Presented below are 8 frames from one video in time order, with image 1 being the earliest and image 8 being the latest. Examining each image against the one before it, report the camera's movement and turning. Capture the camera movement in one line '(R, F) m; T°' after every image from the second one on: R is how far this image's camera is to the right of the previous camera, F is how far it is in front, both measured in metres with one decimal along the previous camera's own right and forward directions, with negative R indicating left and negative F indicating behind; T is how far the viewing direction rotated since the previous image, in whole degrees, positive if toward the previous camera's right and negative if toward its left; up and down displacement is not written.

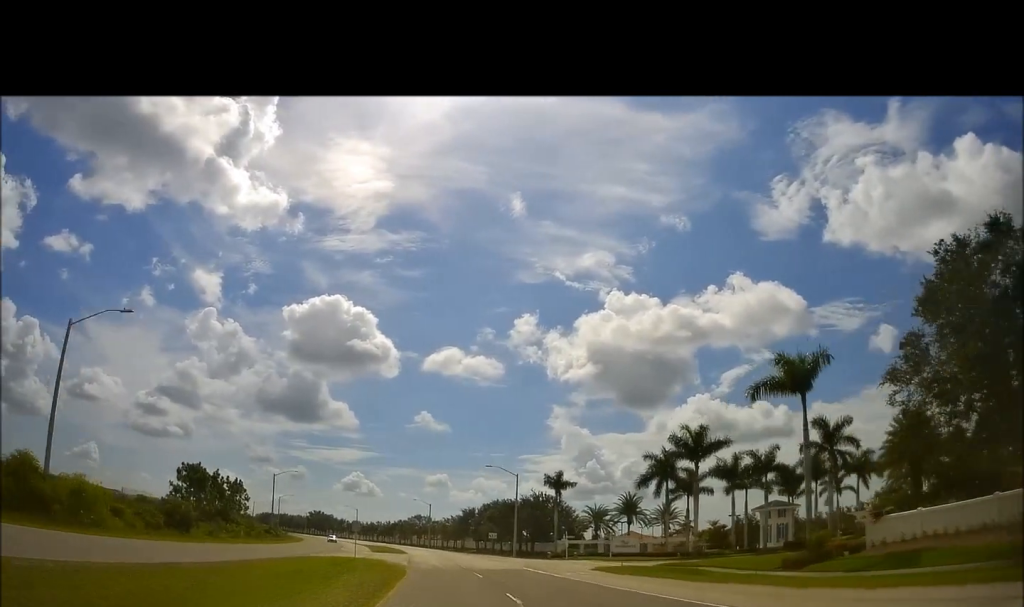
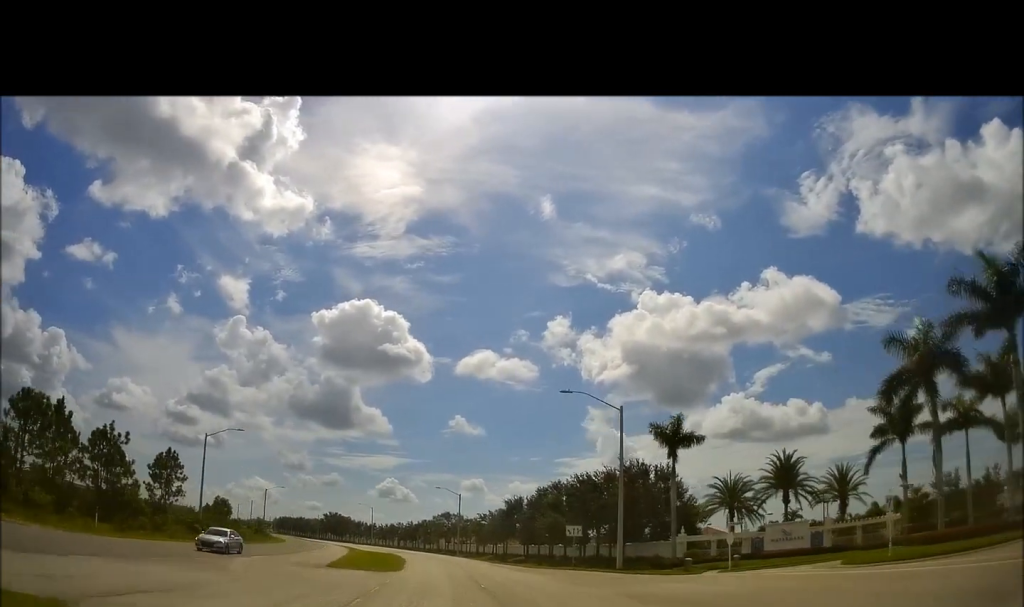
(-1.2, +40.2) m; -4°
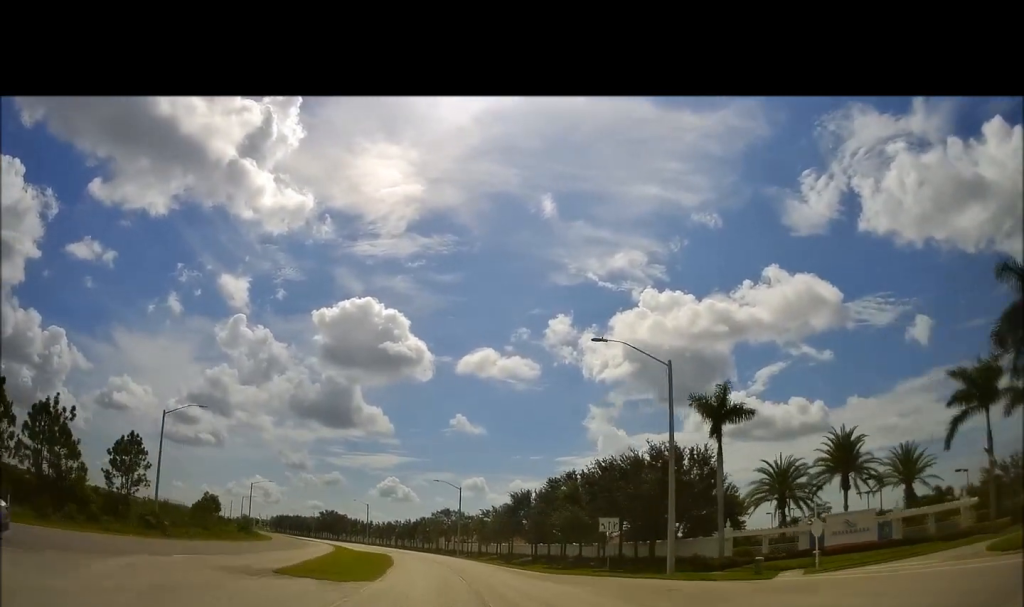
(-0.3, +10.2) m; -2°
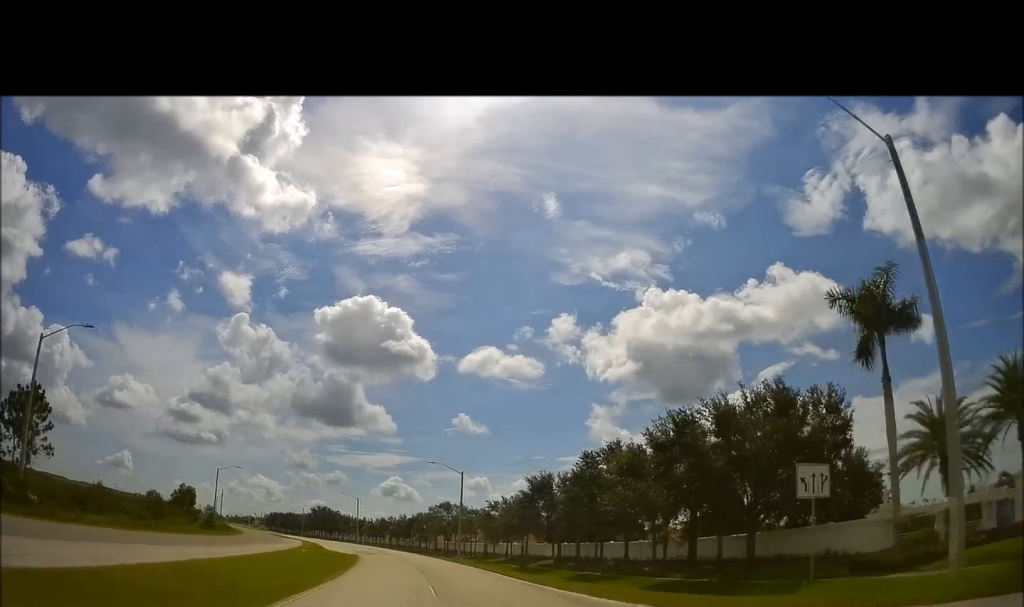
(0.0, +19.7) m; 0°
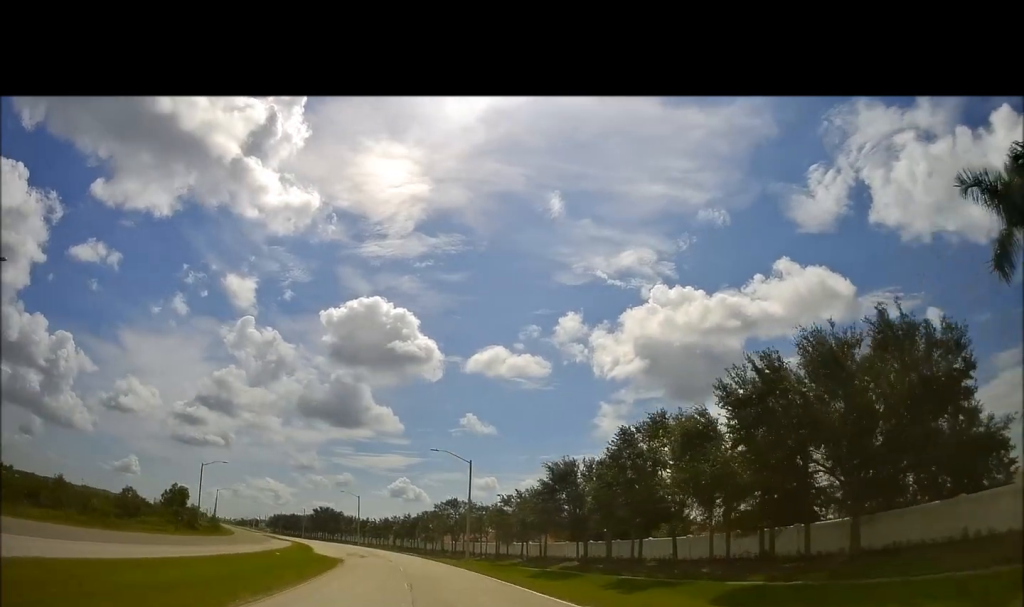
(0.0, +10.2) m; -1°
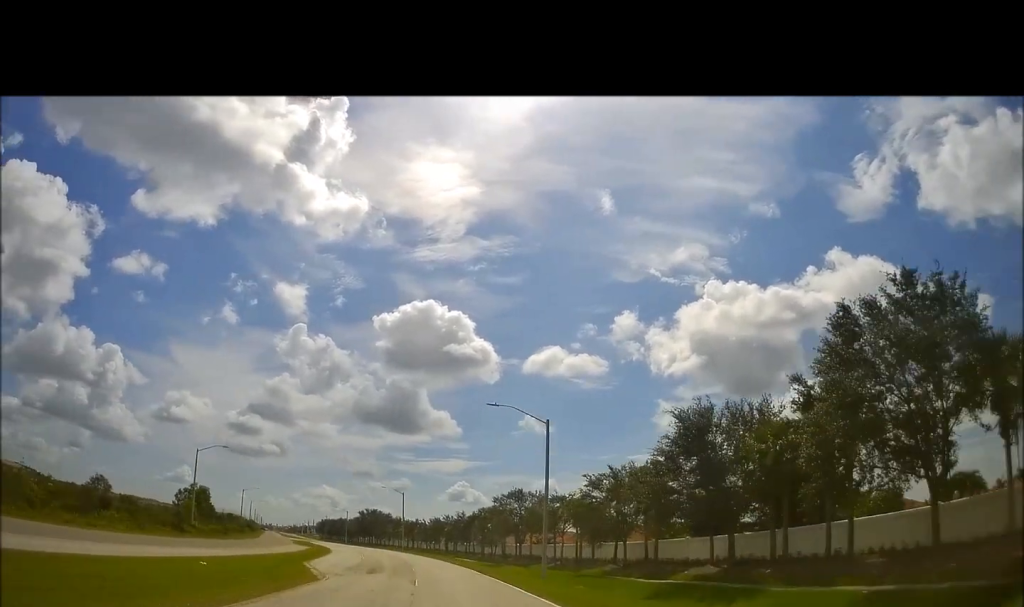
(-0.3, +21.6) m; -4°
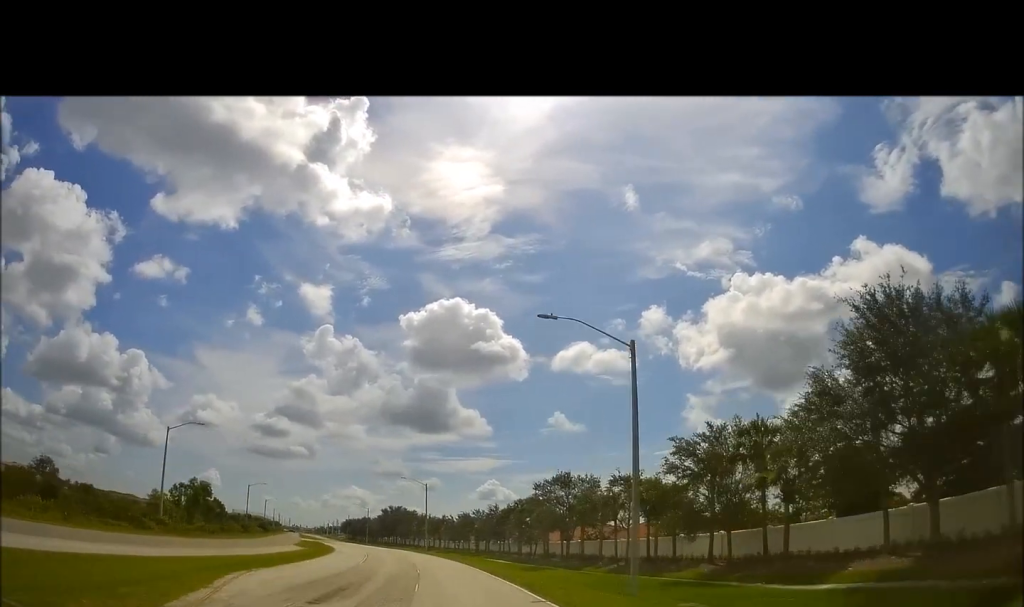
(-0.5, +15.8) m; -3°
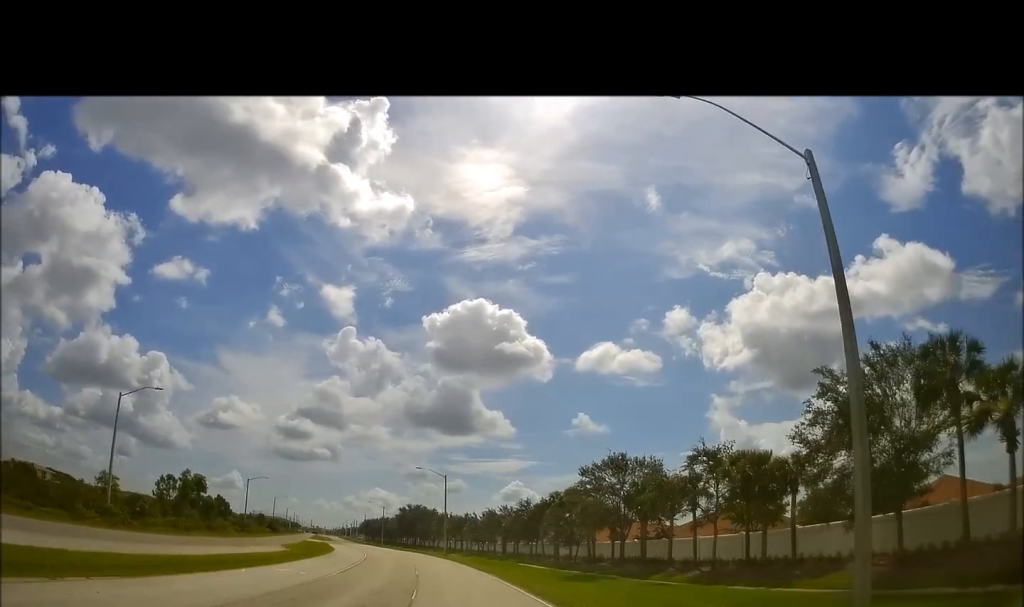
(-0.5, +14.3) m; -3°
